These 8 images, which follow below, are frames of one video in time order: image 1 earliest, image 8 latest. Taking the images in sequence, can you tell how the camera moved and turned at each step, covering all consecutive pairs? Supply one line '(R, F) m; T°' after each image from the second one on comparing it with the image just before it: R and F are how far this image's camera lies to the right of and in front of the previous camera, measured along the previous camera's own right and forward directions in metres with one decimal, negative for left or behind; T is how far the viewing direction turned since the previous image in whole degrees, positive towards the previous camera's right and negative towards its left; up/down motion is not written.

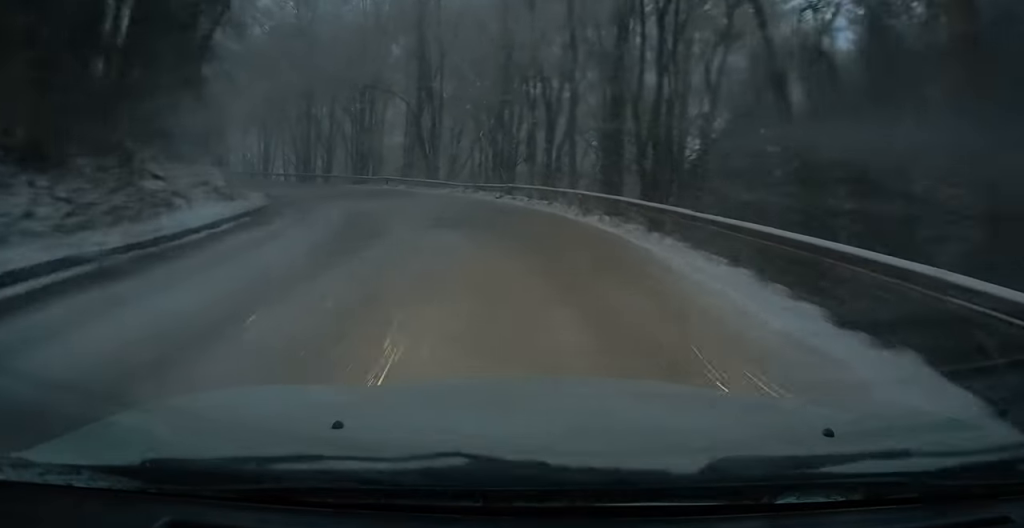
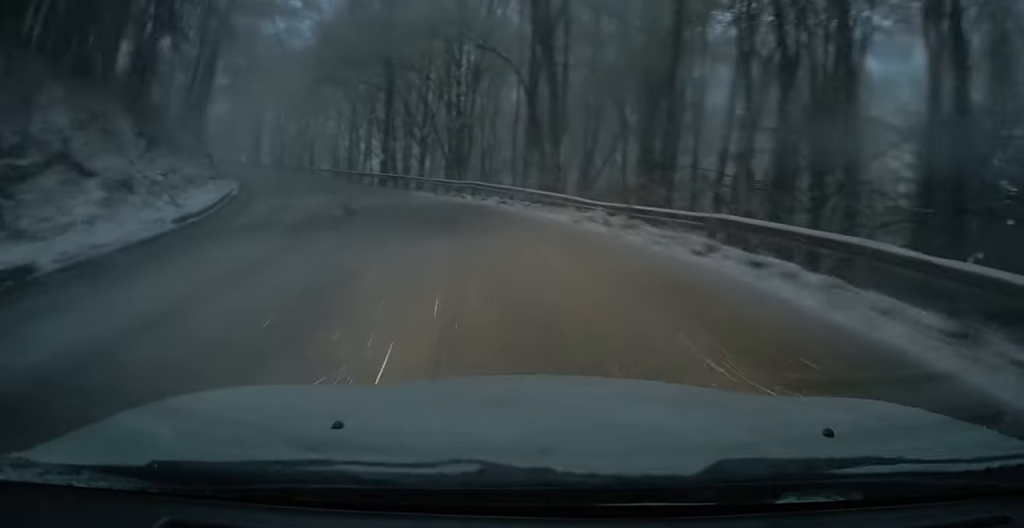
(-0.8, +15.7) m; -8°
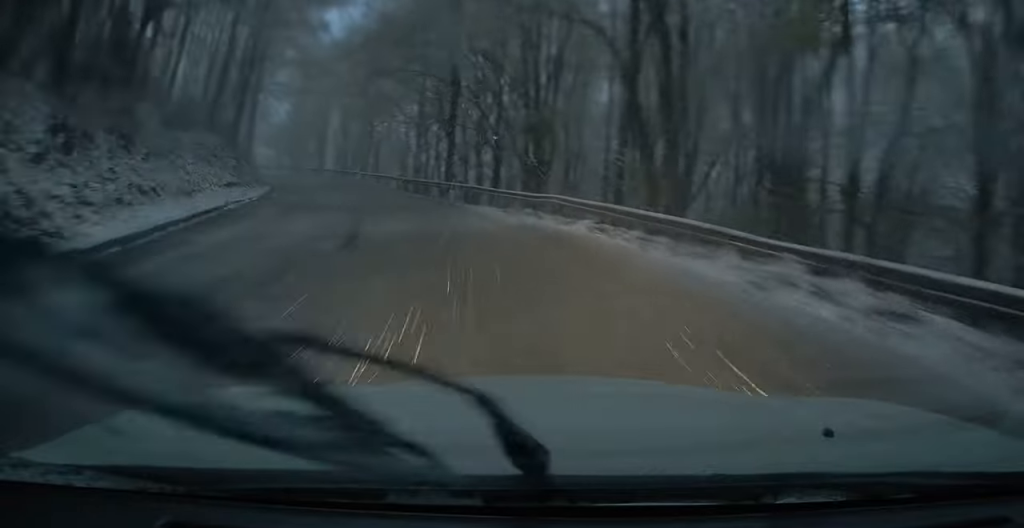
(-0.3, +6.7) m; -5°
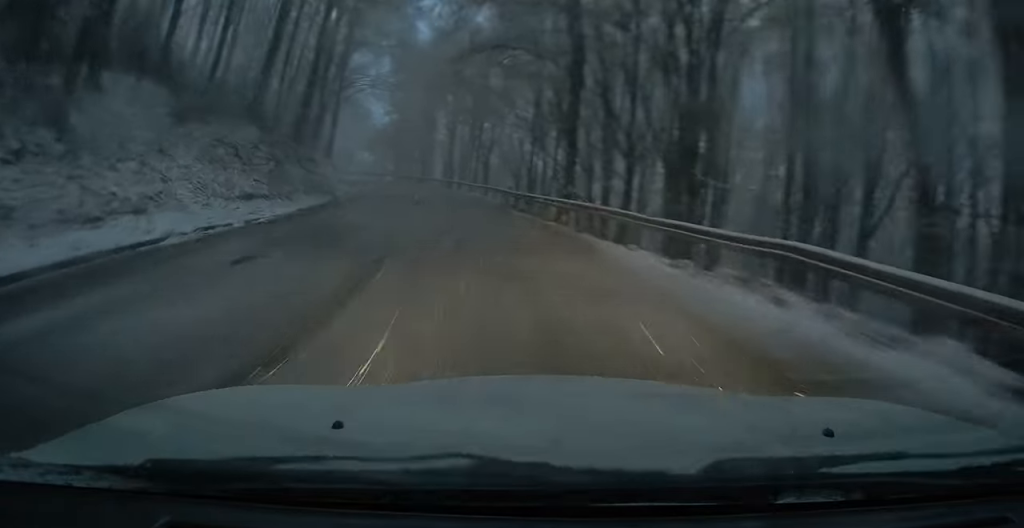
(-0.2, +8.8) m; -6°
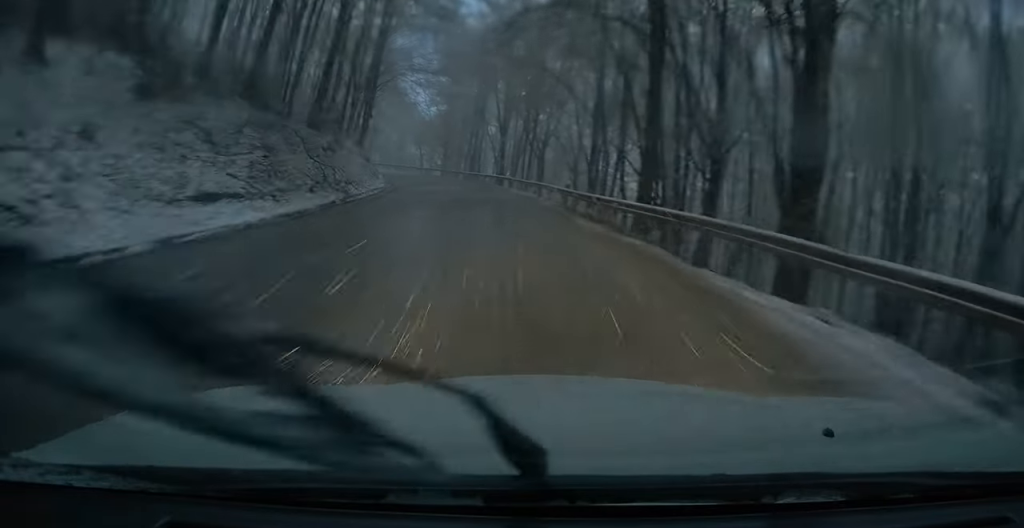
(-0.4, +5.7) m; -3°
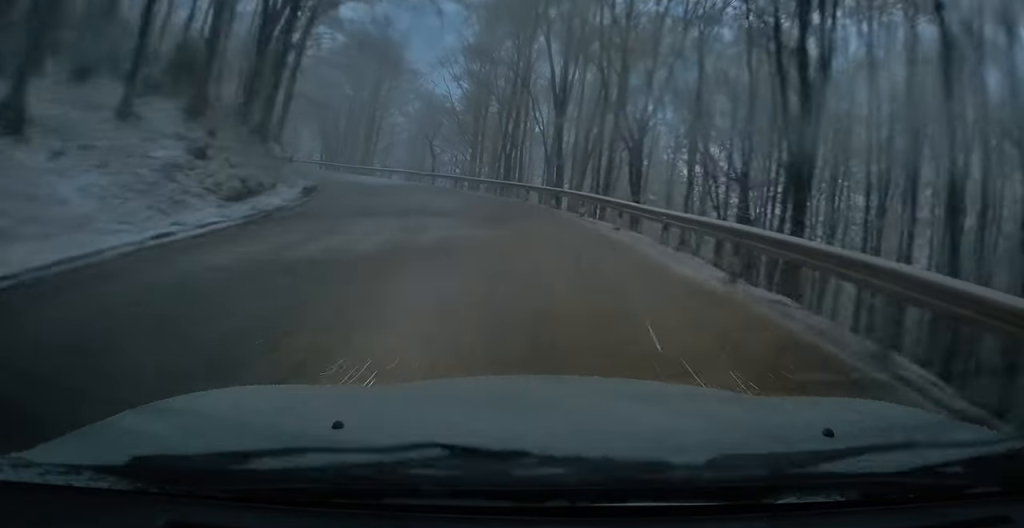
(-1.7, +24.4) m; -10°
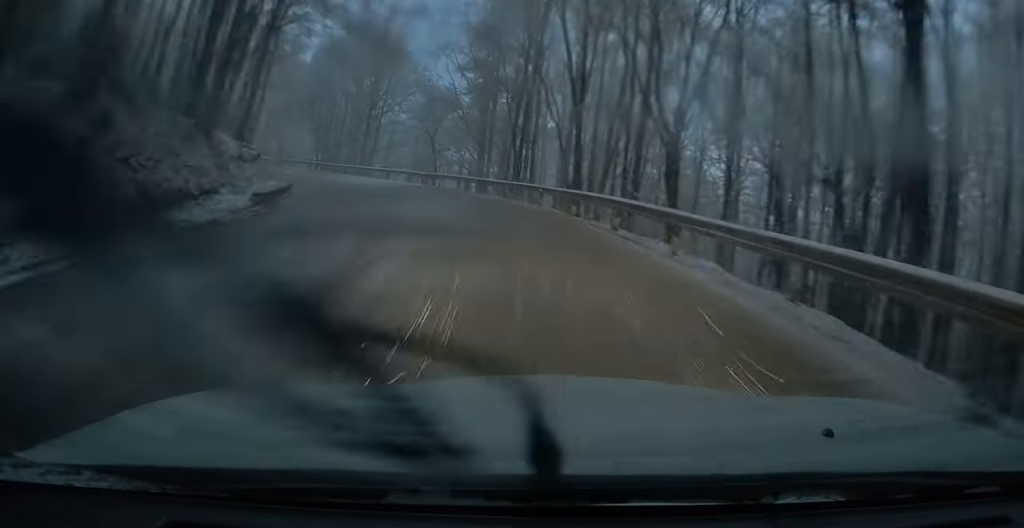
(-0.1, +4.6) m; -4°
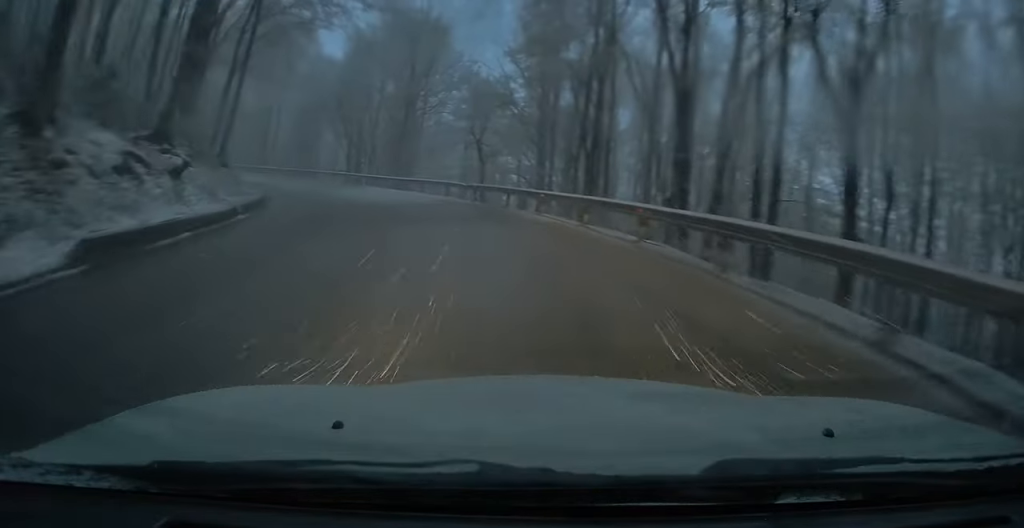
(-0.5, +8.8) m; -9°
